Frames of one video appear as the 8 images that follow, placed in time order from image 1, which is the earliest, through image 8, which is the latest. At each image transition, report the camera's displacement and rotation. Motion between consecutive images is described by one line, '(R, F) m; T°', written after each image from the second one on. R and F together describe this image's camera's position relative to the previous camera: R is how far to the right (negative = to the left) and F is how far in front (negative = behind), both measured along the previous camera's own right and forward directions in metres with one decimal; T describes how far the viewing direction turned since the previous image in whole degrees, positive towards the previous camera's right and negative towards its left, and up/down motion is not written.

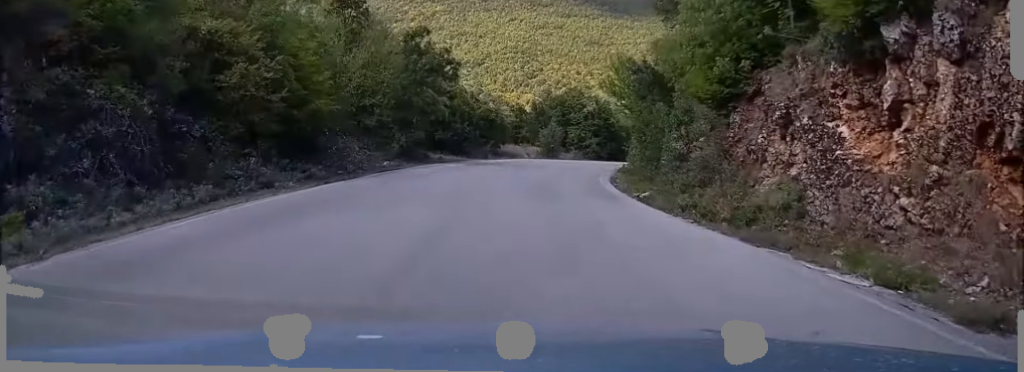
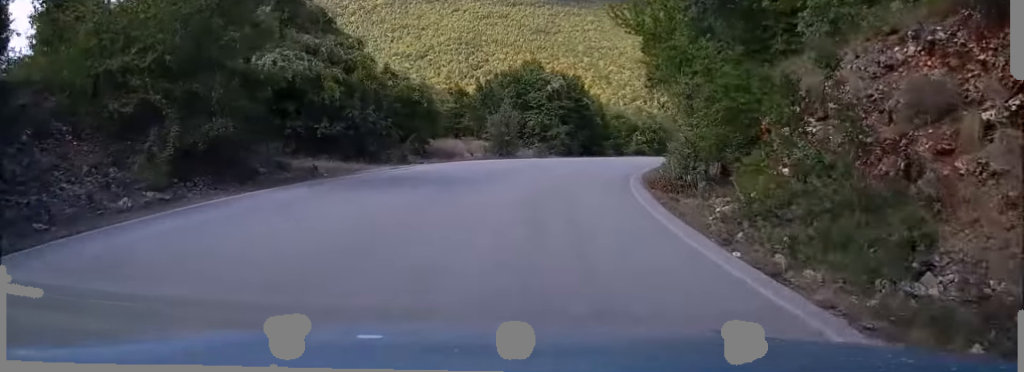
(+0.1, +19.0) m; +4°
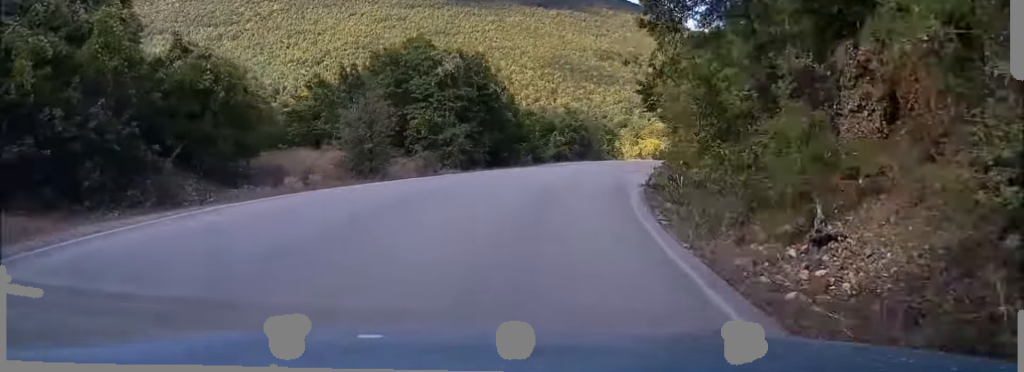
(+1.0, +15.5) m; +8°
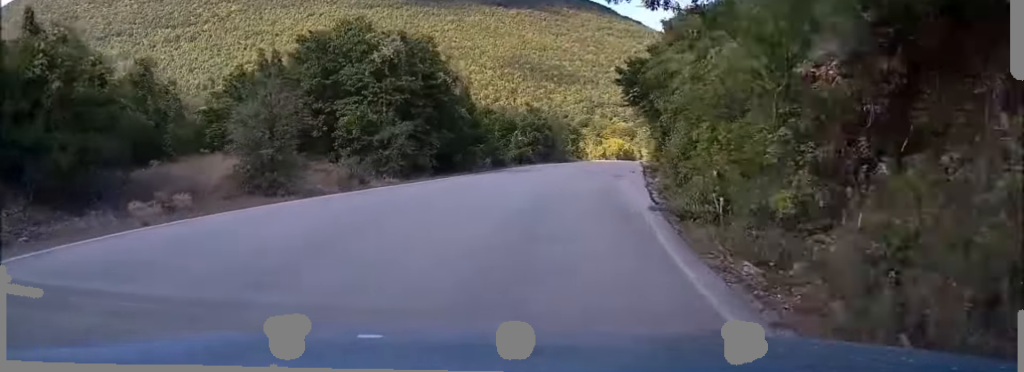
(+0.4, +6.7) m; +3°
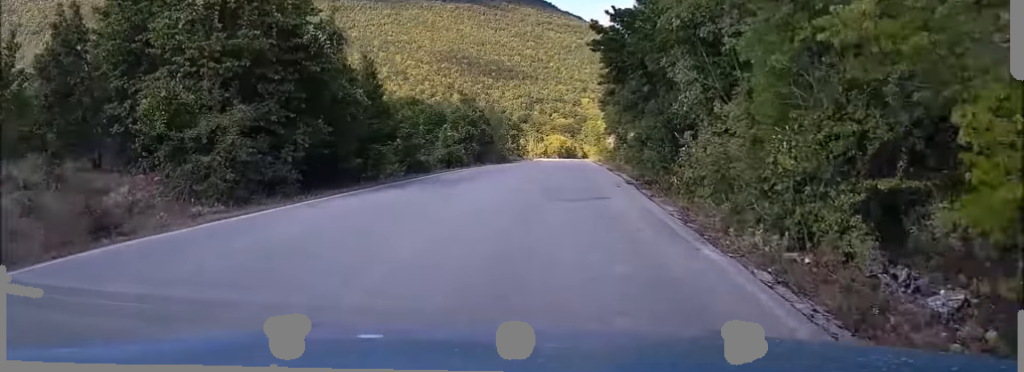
(+0.6, +11.8) m; +5°
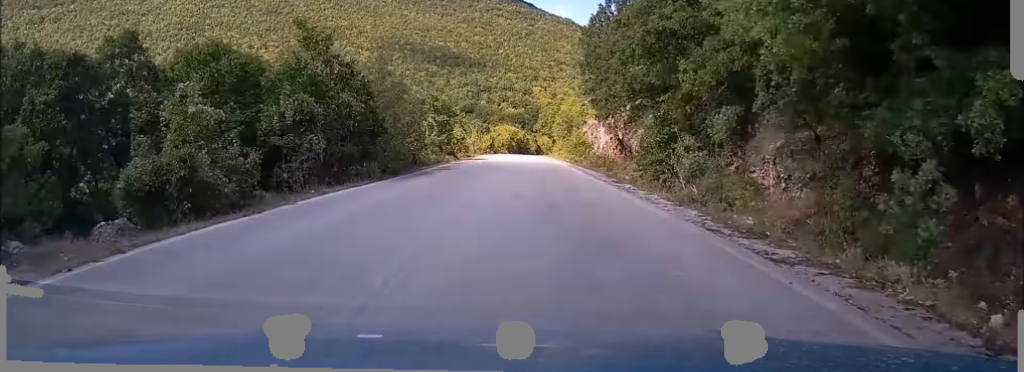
(+1.7, +29.8) m; +4°
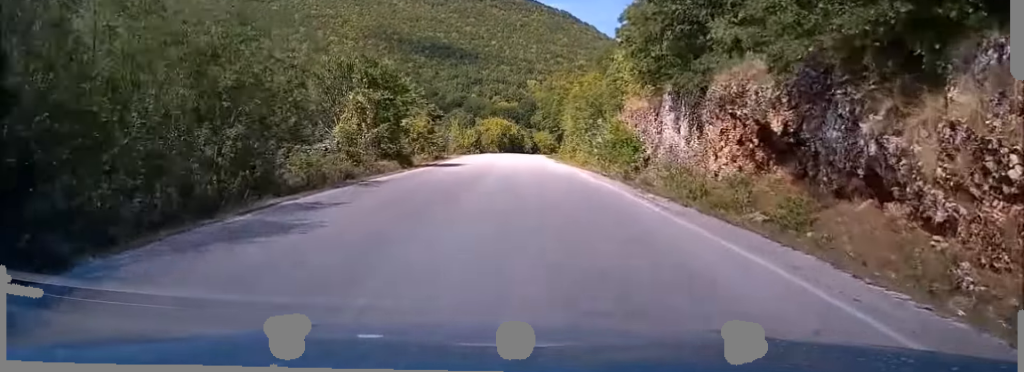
(+0.2, +25.3) m; 0°
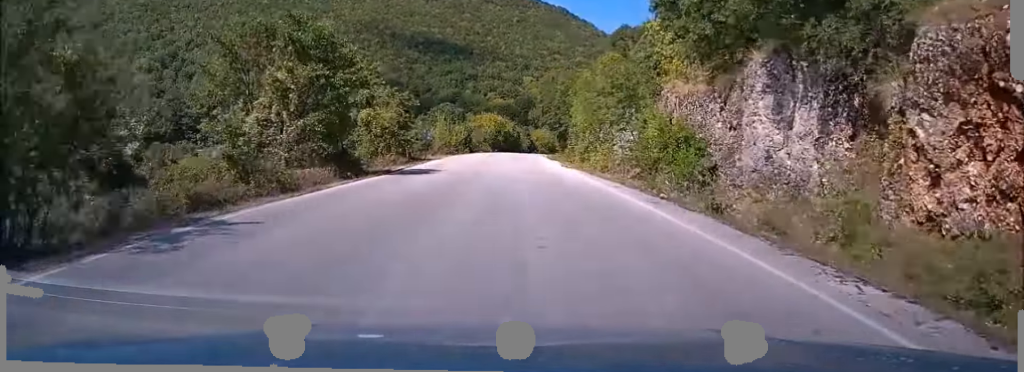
(0.0, +11.7) m; 0°
